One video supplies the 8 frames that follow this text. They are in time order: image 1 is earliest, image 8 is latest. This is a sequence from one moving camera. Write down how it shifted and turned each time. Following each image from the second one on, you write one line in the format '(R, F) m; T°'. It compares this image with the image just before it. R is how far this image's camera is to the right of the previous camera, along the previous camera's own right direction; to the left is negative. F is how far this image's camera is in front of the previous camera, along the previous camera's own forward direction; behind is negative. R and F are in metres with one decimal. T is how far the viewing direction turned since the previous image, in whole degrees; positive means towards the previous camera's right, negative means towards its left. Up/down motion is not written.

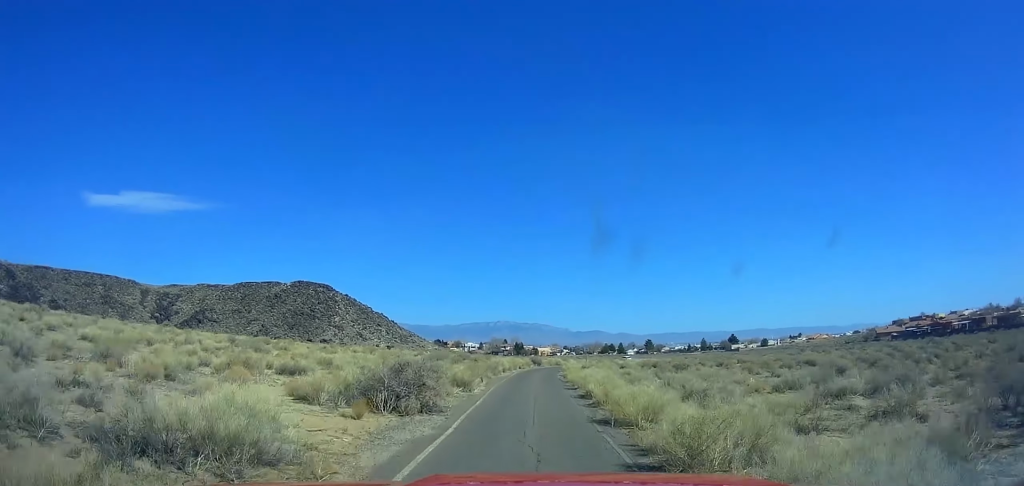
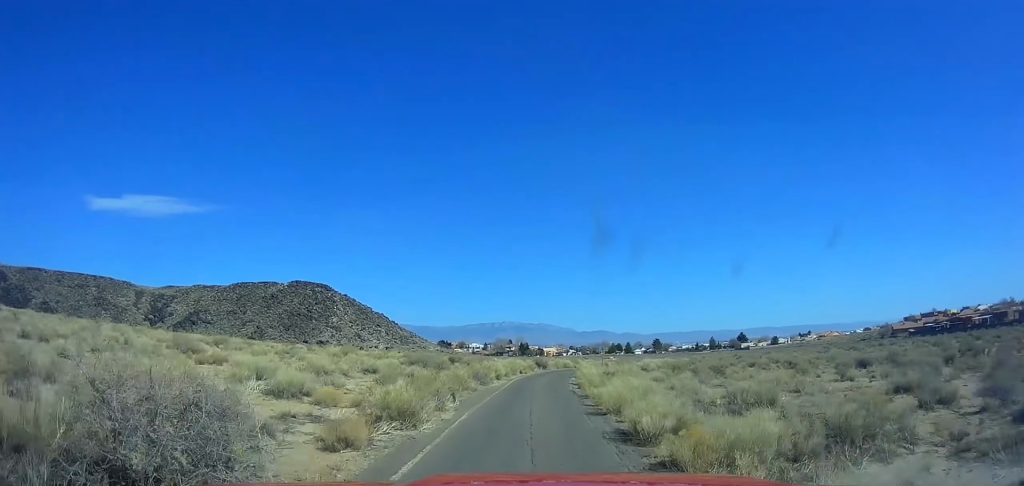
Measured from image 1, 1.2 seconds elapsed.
(-0.2, +9.2) m; -1°
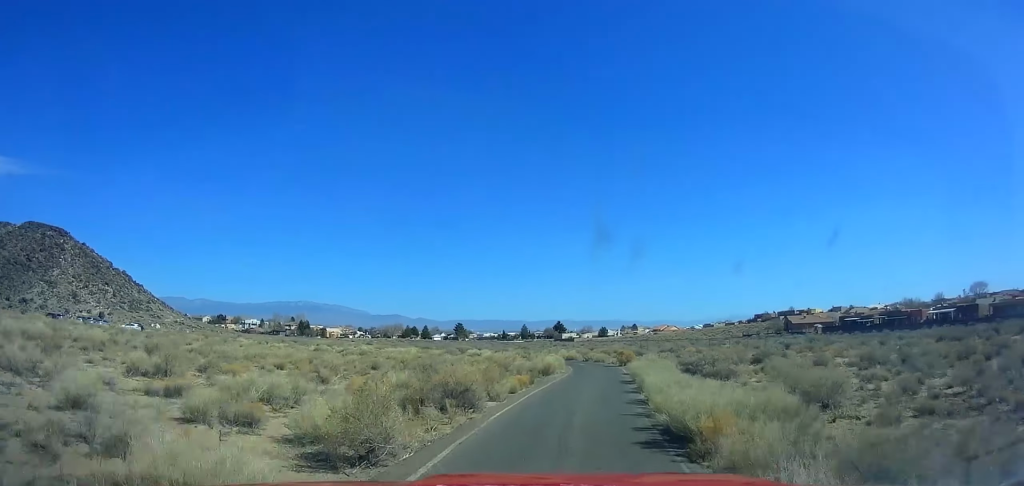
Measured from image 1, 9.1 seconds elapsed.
(+4.6, +67.0) m; +16°
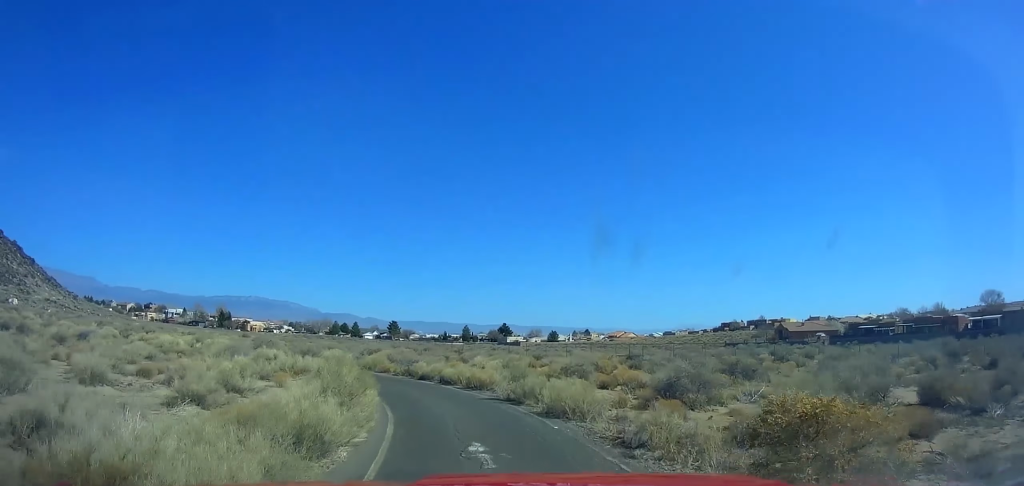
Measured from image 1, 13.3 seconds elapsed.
(+4.8, +37.3) m; +4°
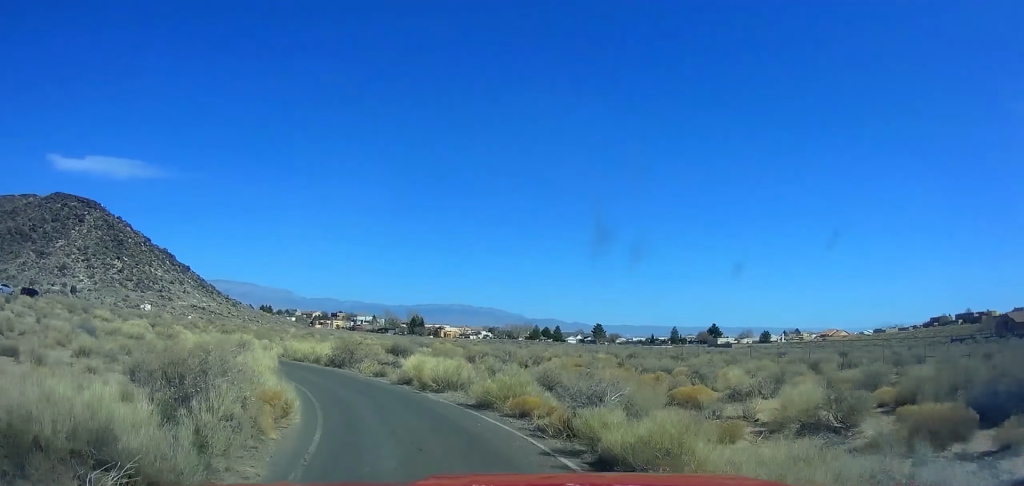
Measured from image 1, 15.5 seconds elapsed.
(-0.7, +18.5) m; -12°
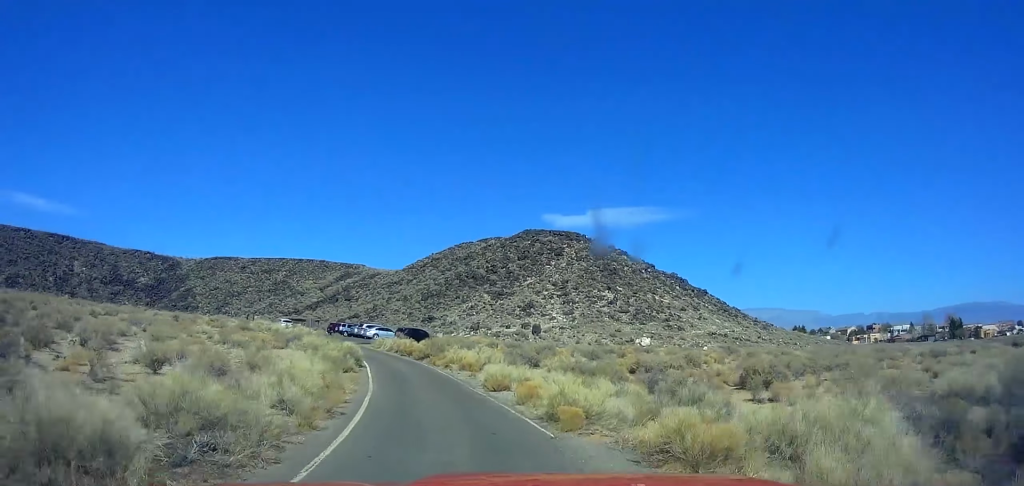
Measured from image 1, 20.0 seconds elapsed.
(-11.7, +31.7) m; -45°
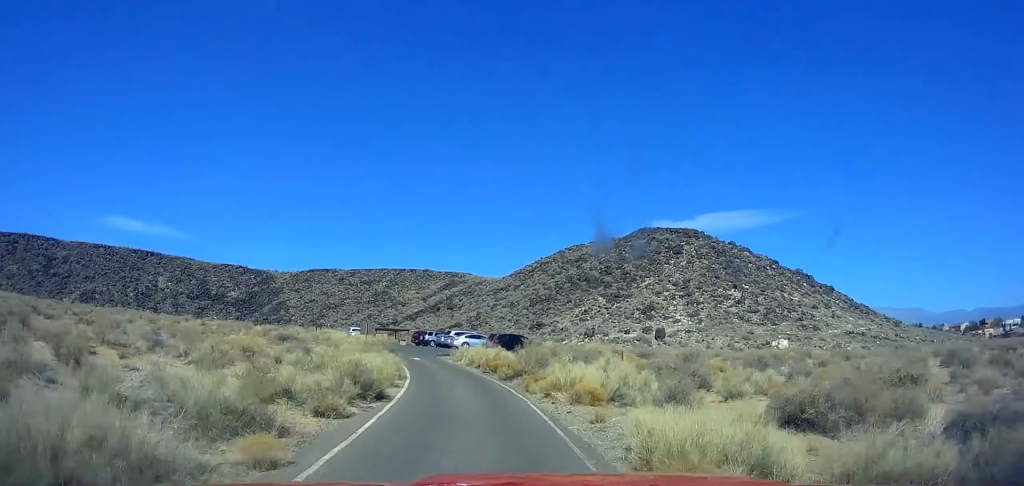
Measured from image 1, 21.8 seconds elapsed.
(-2.7, +11.9) m; -14°
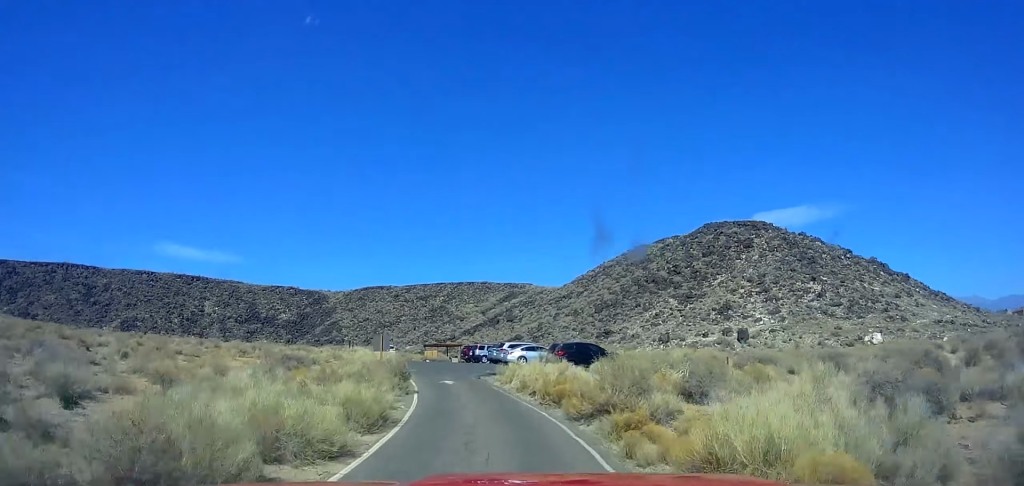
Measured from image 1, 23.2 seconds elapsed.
(-1.0, +9.4) m; -9°
